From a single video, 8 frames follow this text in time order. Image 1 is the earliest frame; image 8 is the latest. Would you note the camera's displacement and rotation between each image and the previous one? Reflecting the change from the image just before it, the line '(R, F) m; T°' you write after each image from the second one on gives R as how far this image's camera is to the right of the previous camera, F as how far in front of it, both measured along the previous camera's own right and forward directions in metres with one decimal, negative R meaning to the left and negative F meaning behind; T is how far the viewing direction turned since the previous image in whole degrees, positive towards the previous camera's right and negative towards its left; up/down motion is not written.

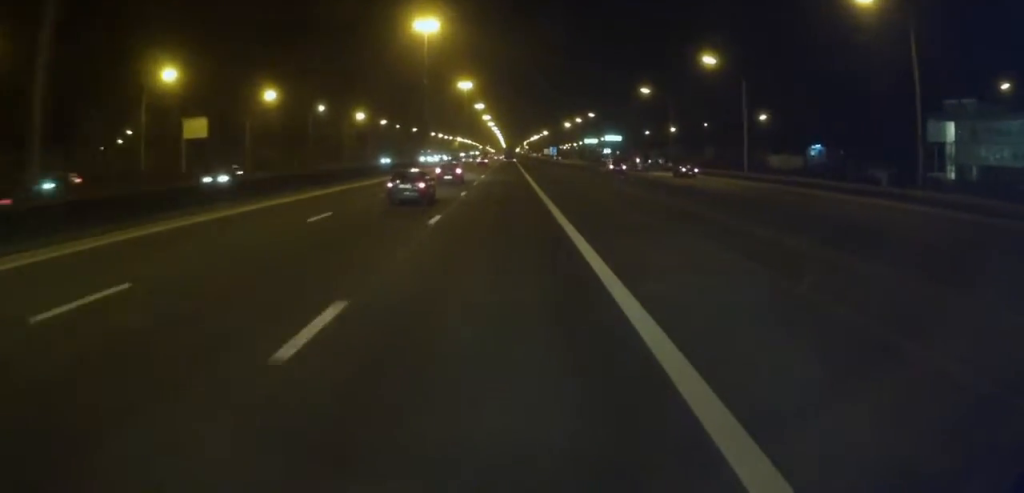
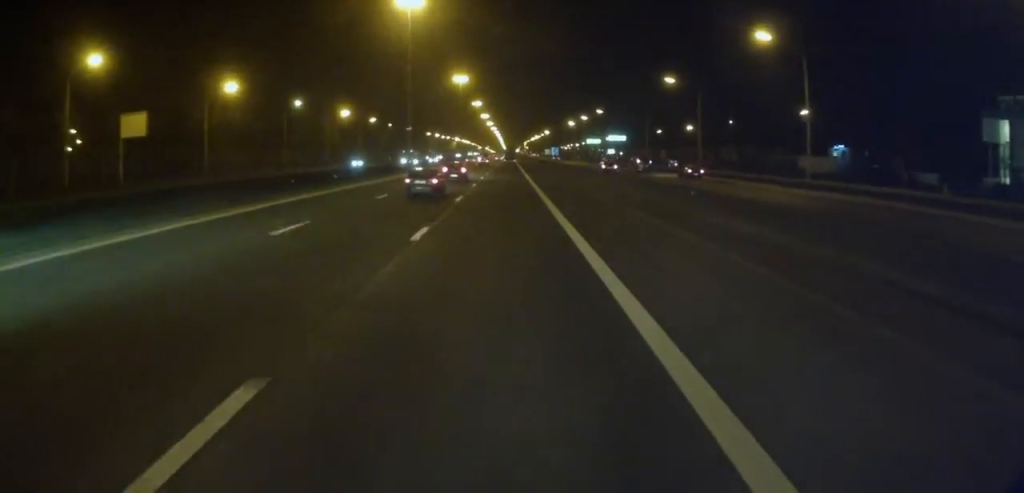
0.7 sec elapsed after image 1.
(+0.3, +15.7) m; +1°
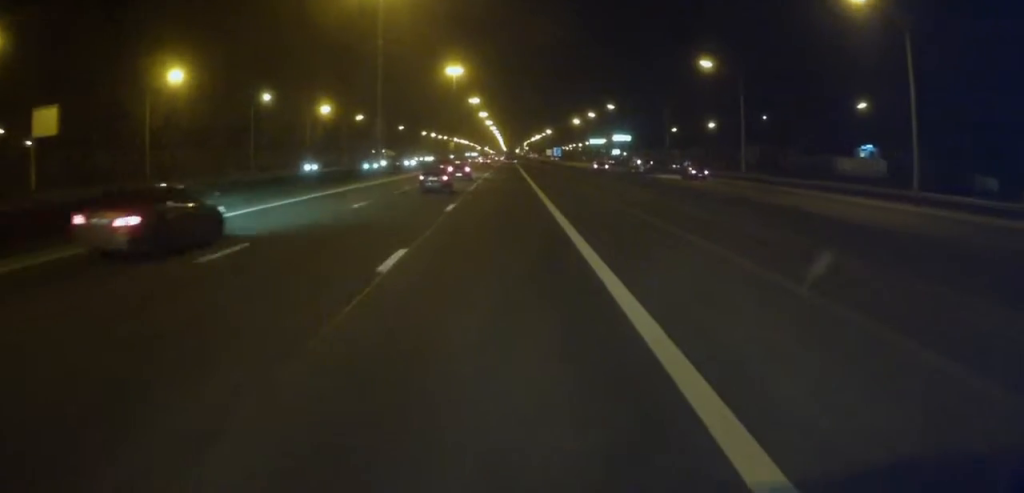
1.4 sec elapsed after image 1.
(+0.1, +16.4) m; 0°
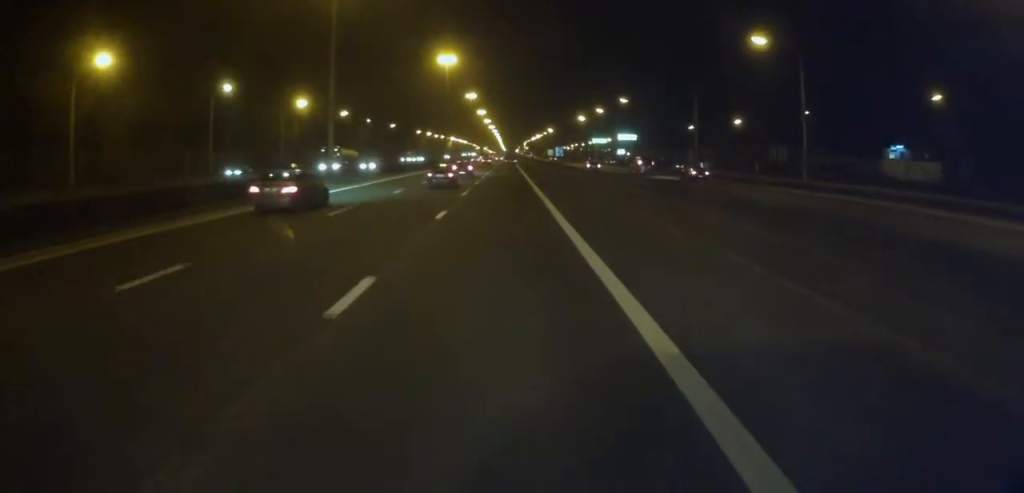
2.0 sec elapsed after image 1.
(0.0, +15.6) m; 0°
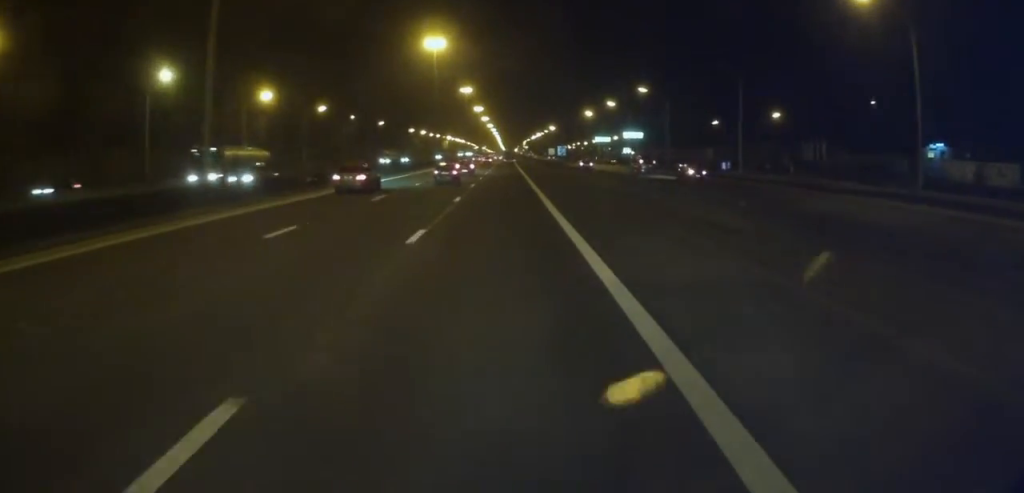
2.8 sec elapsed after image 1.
(0.0, +18.0) m; 0°
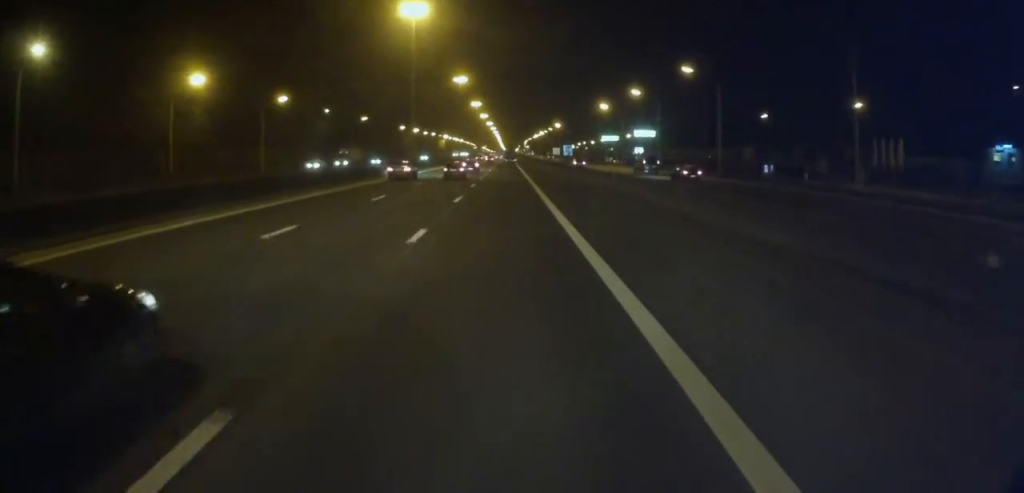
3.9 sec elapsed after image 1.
(0.0, +25.0) m; 0°
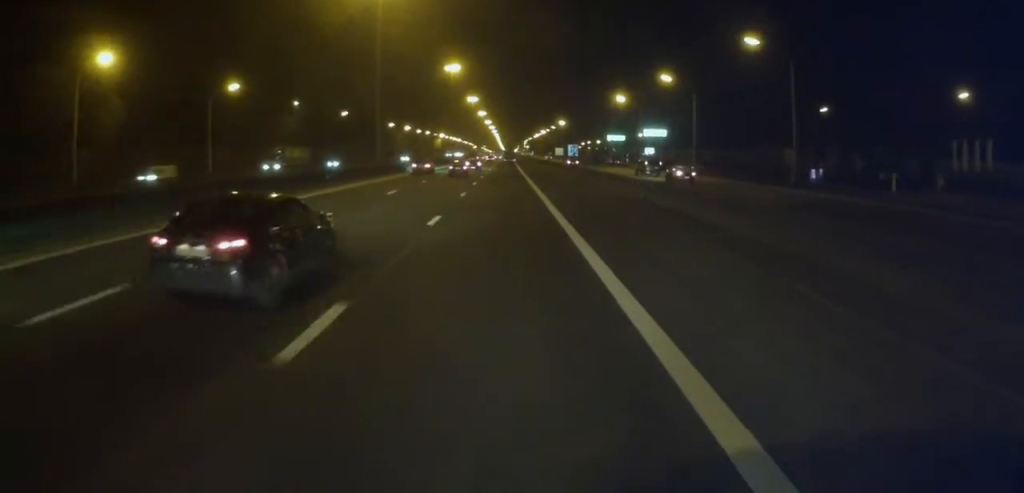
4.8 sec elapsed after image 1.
(0.0, +21.1) m; 0°
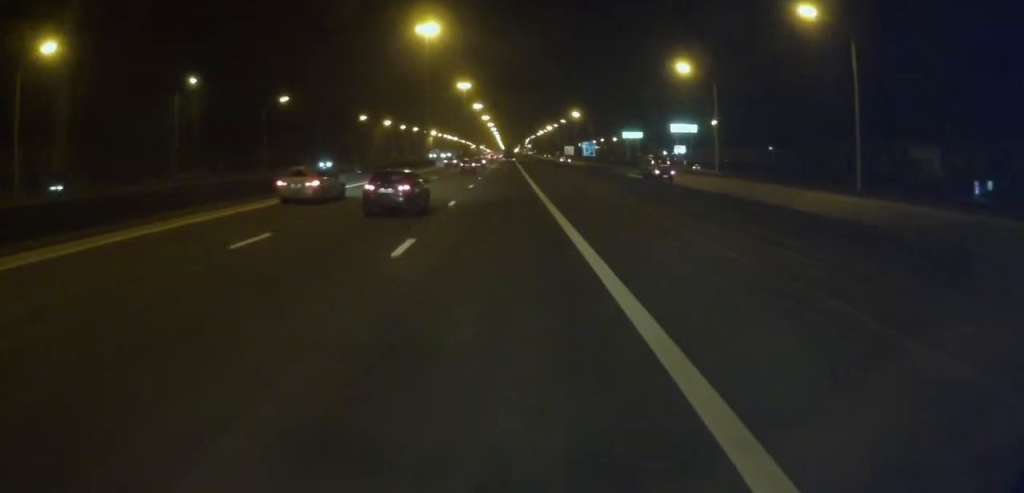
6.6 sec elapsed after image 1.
(+0.1, +43.2) m; 0°
